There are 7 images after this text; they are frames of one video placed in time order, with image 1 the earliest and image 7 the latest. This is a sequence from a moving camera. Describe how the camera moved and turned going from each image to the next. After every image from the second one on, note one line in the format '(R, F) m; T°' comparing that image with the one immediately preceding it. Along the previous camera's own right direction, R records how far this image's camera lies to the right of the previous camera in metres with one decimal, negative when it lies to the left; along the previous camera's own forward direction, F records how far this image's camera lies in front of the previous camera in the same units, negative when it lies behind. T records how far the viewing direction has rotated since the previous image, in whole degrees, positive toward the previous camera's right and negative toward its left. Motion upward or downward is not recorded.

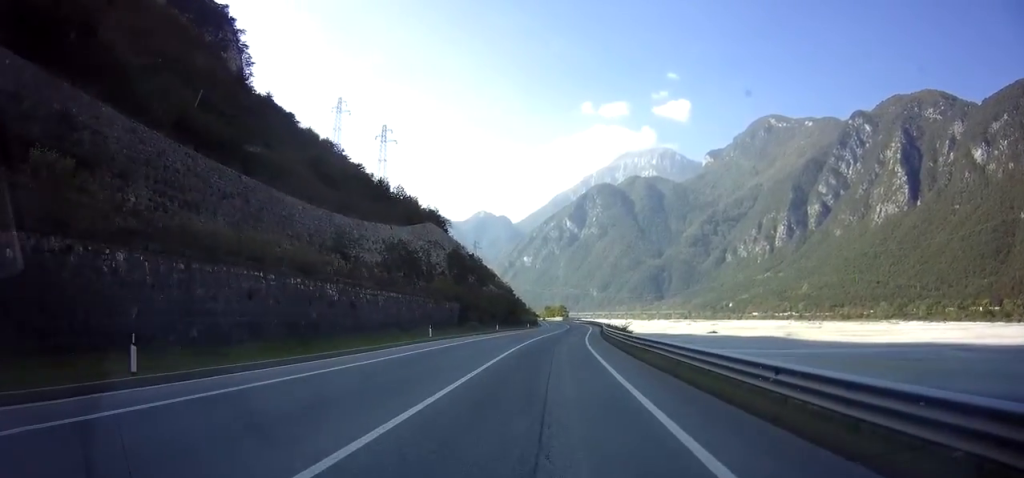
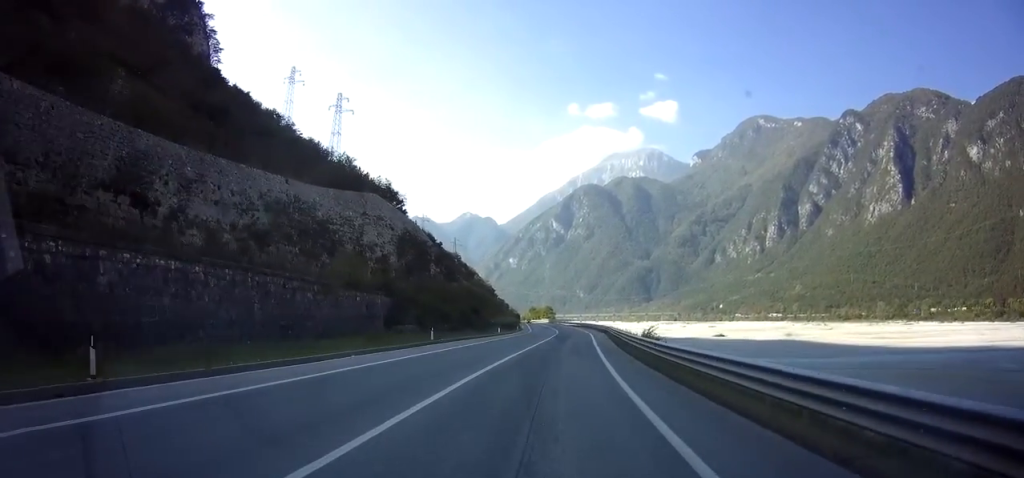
(+0.2, +25.7) m; +1°
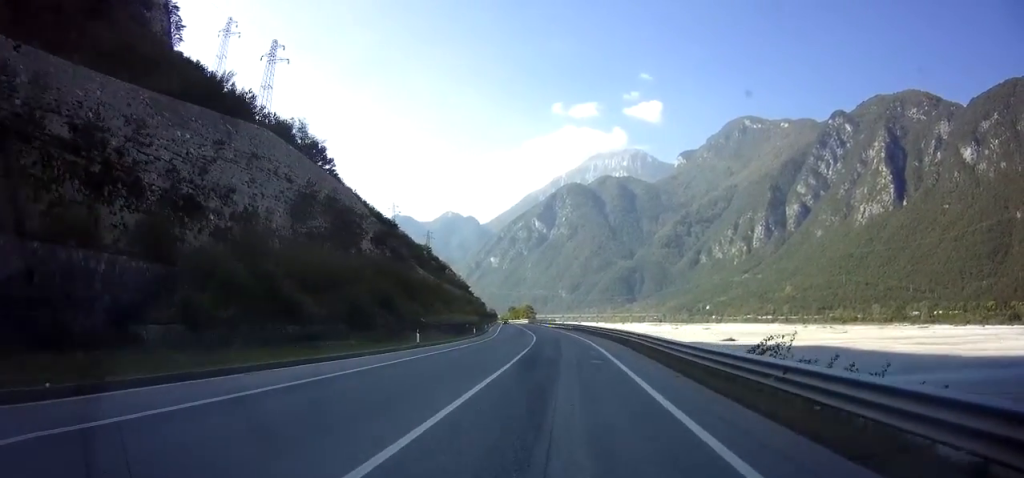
(+0.3, +28.1) m; +1°
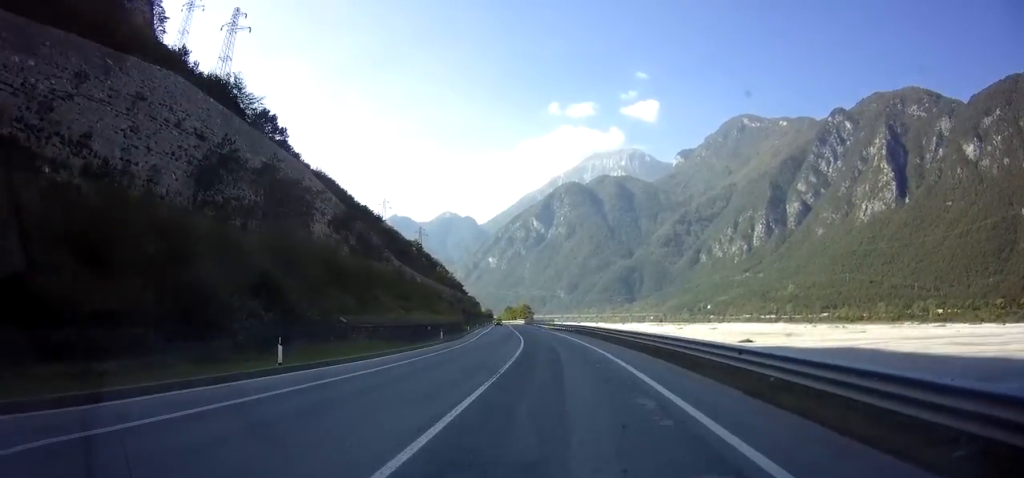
(0.0, +14.8) m; 0°
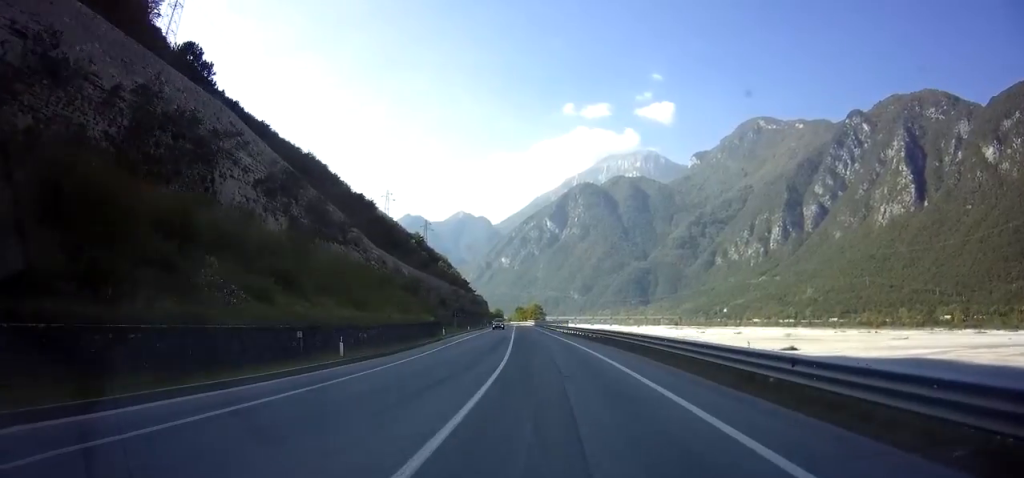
(0.0, +20.9) m; -2°
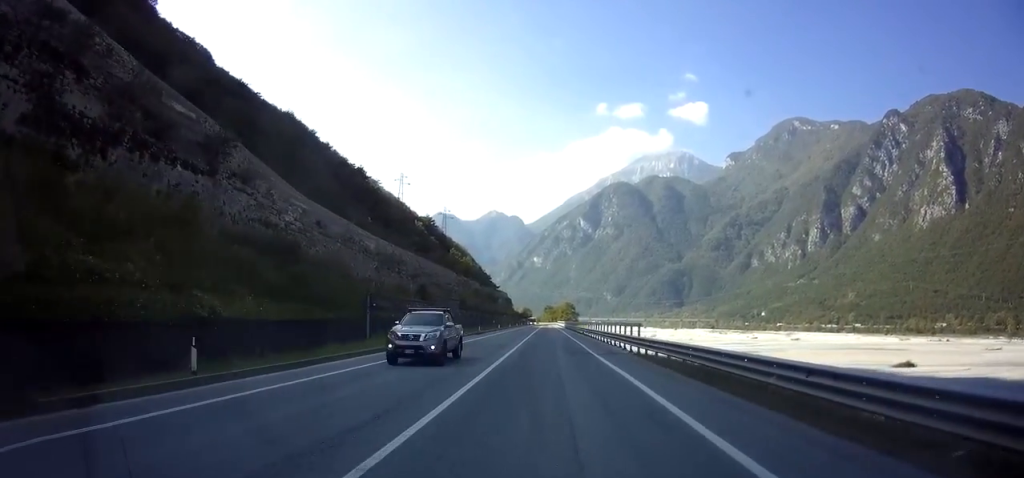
(-0.8, +33.9) m; -1°
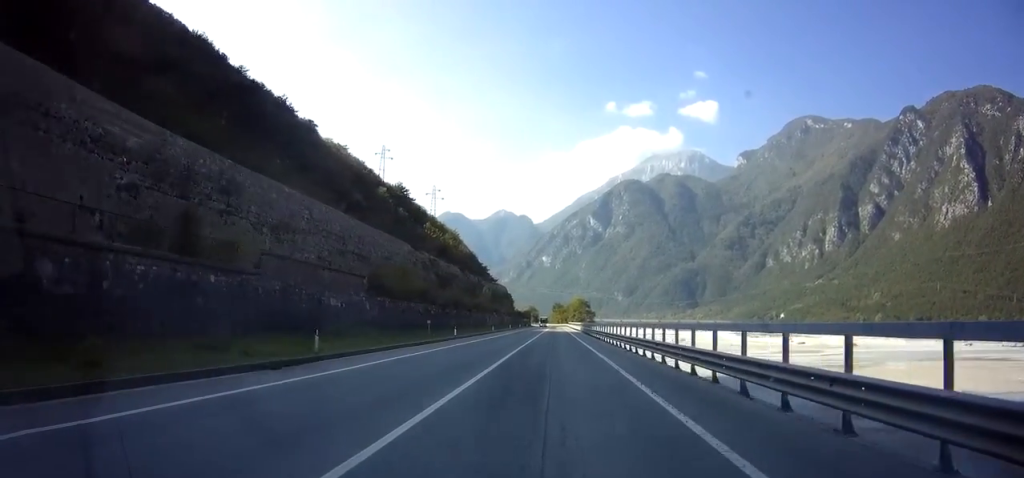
(-0.4, +43.6) m; -1°
